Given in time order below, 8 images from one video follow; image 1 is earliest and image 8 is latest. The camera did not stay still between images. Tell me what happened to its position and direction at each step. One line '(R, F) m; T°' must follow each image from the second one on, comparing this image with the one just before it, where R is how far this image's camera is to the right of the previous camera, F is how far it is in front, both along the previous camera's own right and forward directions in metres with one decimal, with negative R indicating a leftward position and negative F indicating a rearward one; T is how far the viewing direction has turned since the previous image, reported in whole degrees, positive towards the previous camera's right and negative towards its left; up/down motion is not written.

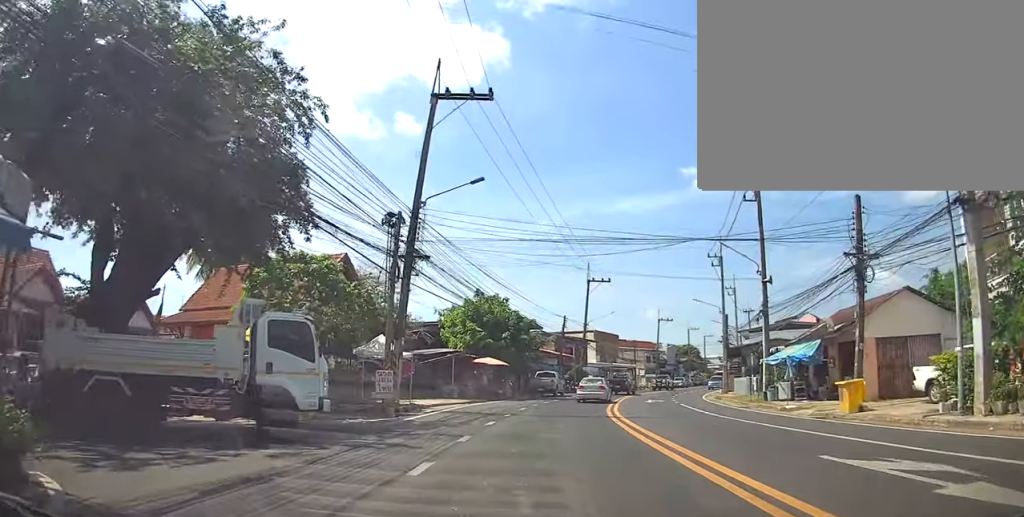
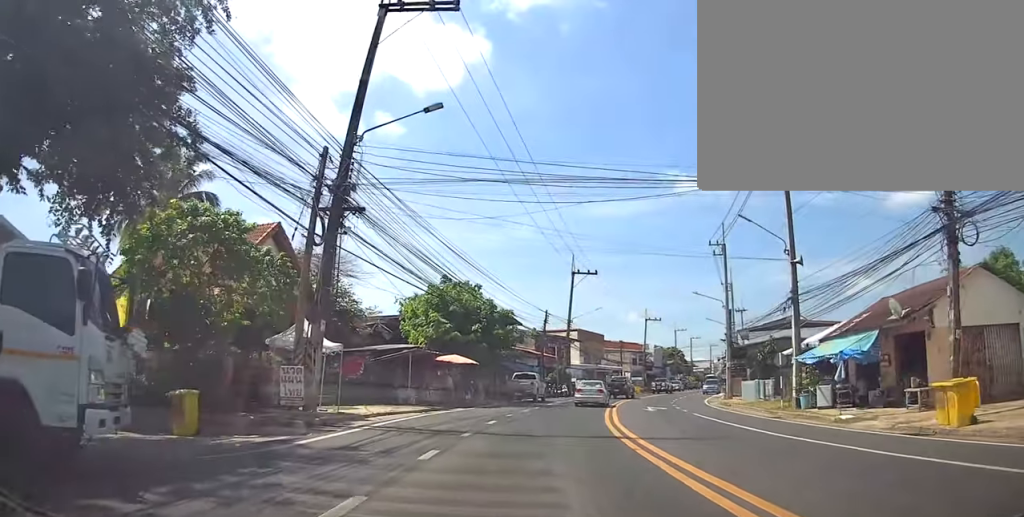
(0.0, +6.5) m; -1°
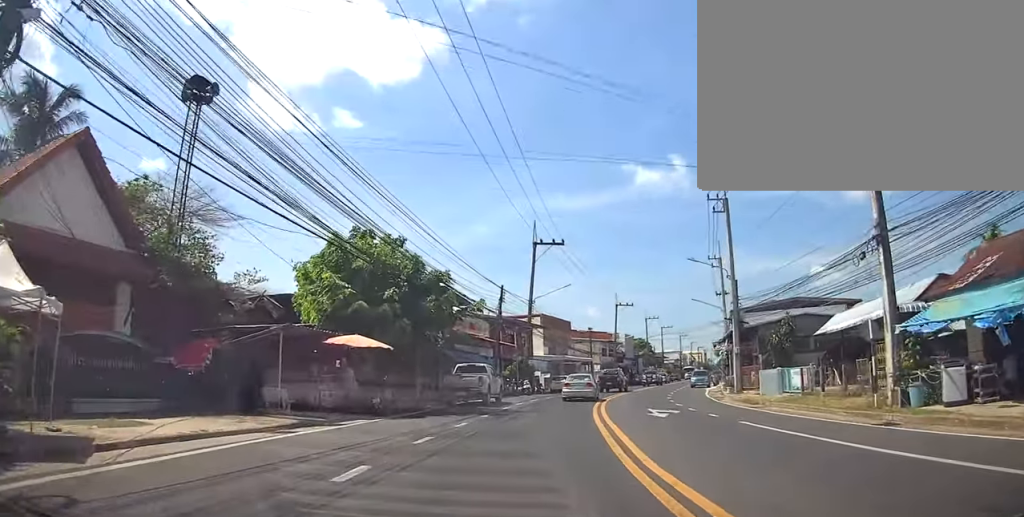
(-0.1, +10.5) m; -3°
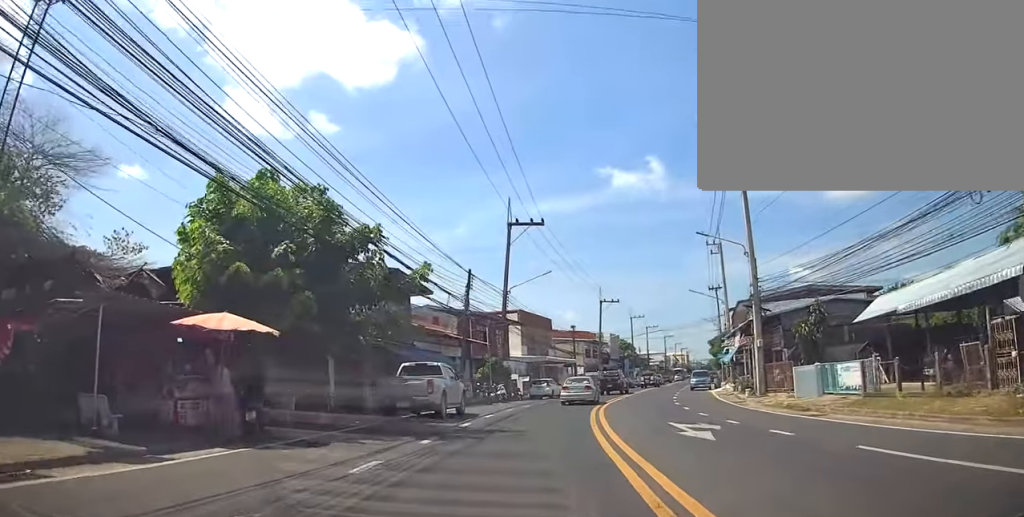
(-0.5, +7.1) m; 0°
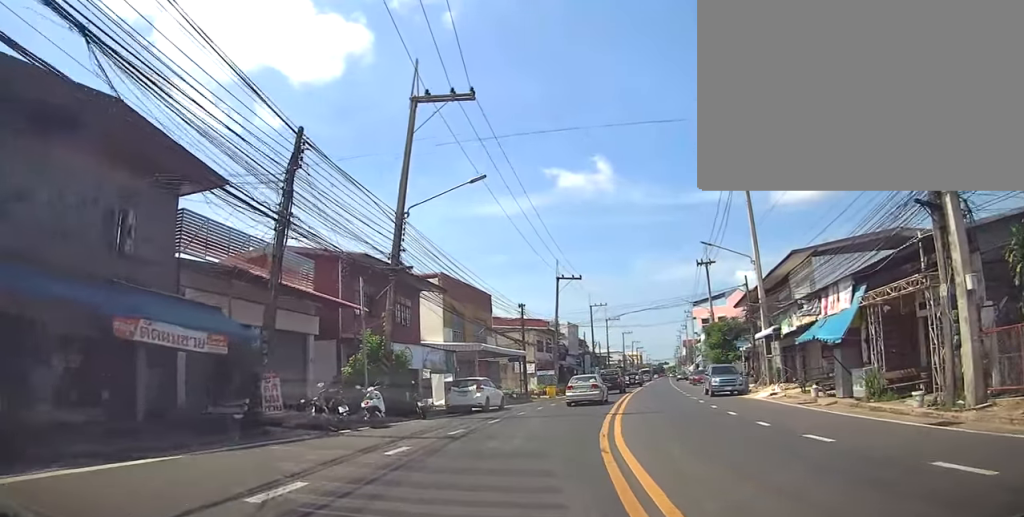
(+2.3, +18.3) m; +12°
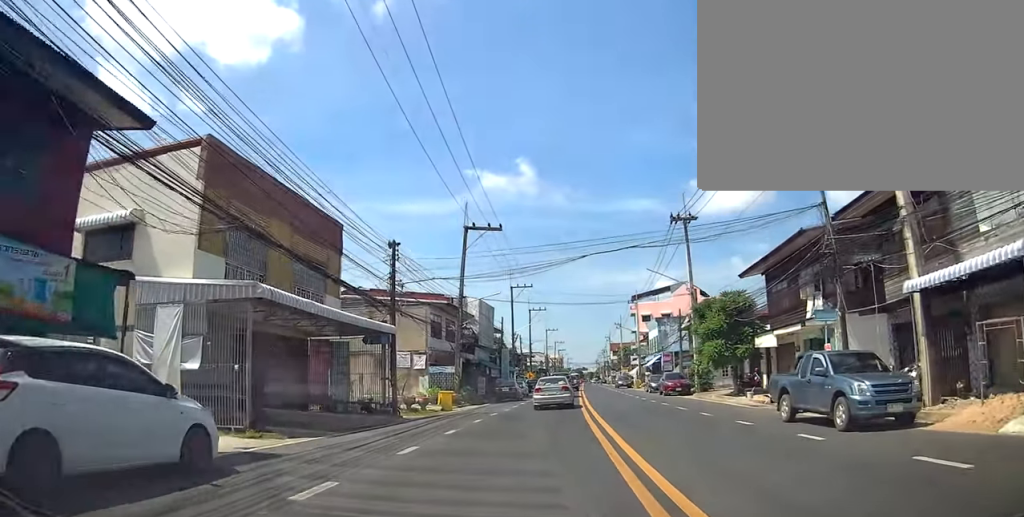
(+0.6, +20.5) m; +6°
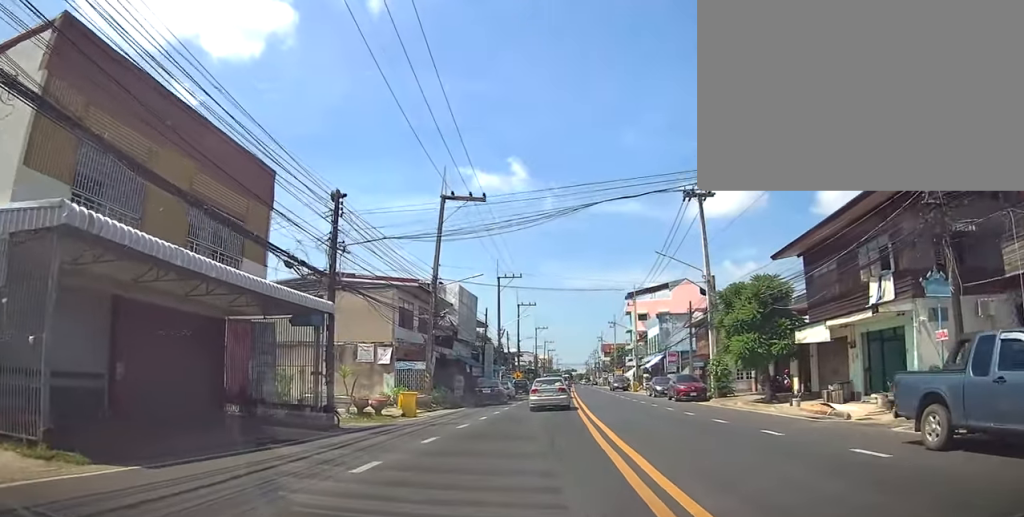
(+0.4, +6.5) m; +3°
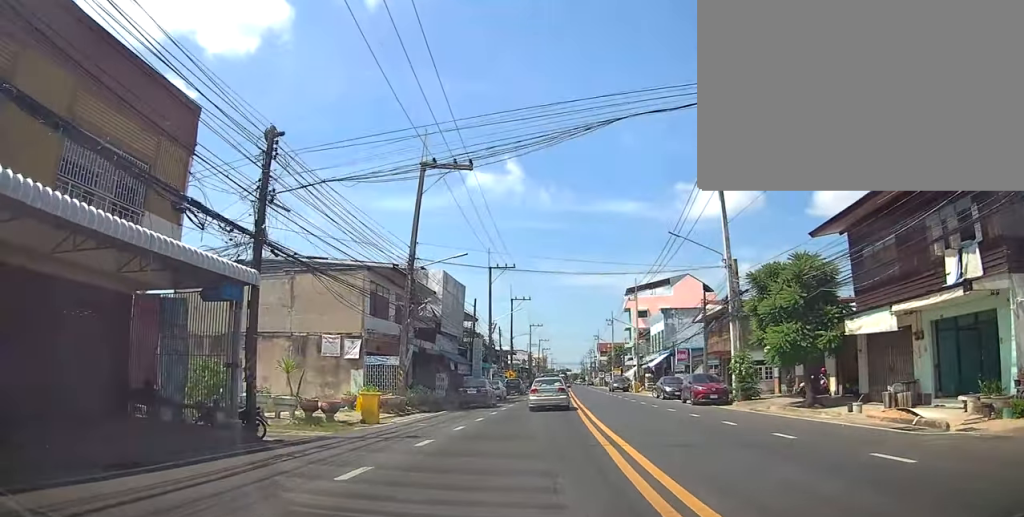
(+0.2, +5.1) m; +2°
